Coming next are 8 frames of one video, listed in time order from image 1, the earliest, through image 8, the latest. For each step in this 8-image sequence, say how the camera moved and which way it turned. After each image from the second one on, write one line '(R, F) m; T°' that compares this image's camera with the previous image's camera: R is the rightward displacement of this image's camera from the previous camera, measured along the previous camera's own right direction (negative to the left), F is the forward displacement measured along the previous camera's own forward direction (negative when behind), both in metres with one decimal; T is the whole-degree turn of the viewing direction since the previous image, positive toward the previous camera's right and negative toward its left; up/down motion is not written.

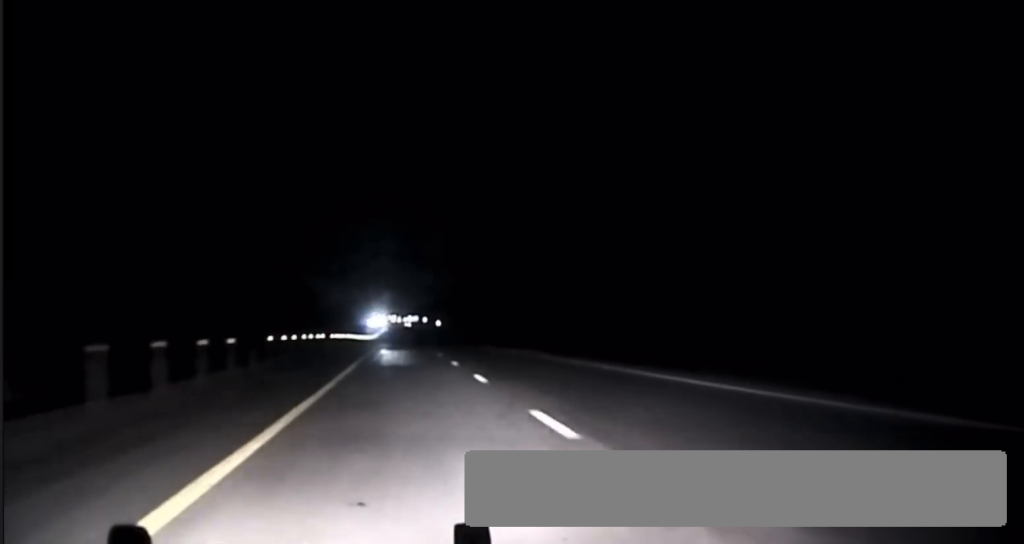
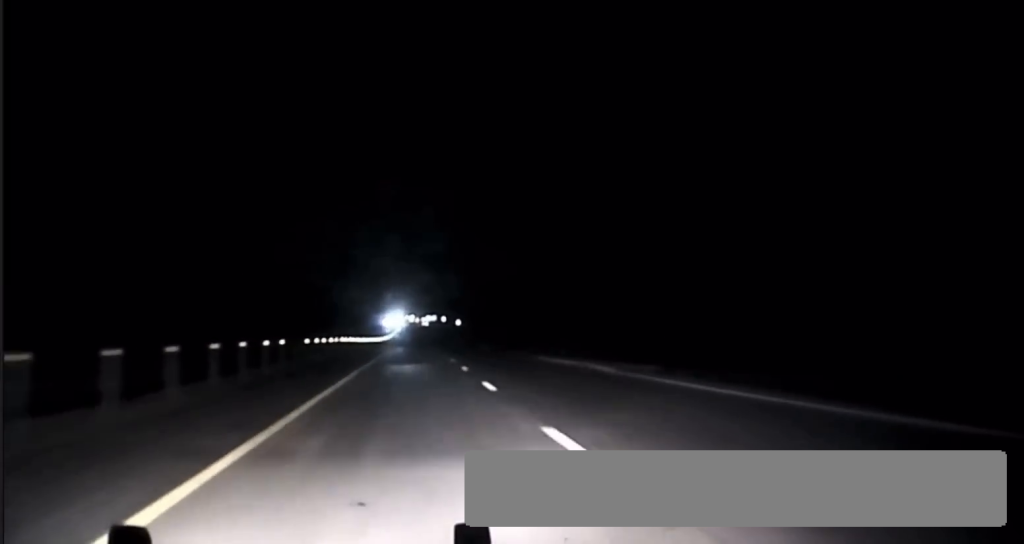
(-0.2, +26.0) m; -1°
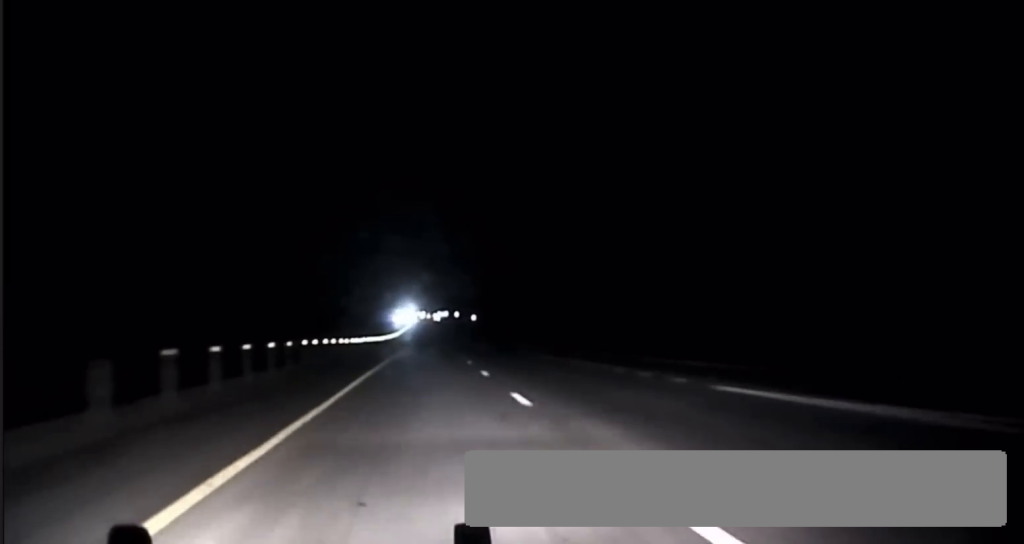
(-0.6, +28.5) m; 0°
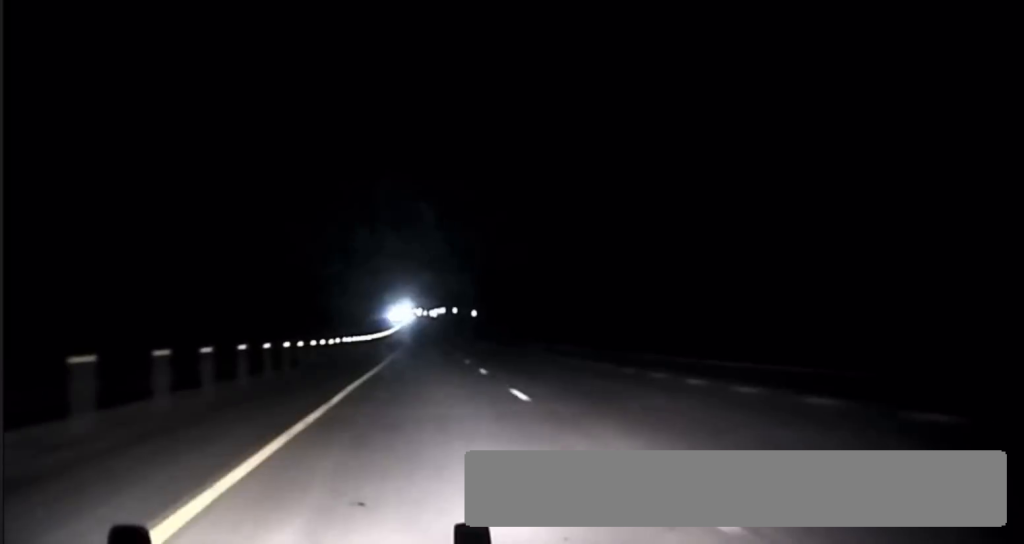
(+0.4, +23.2) m; 0°
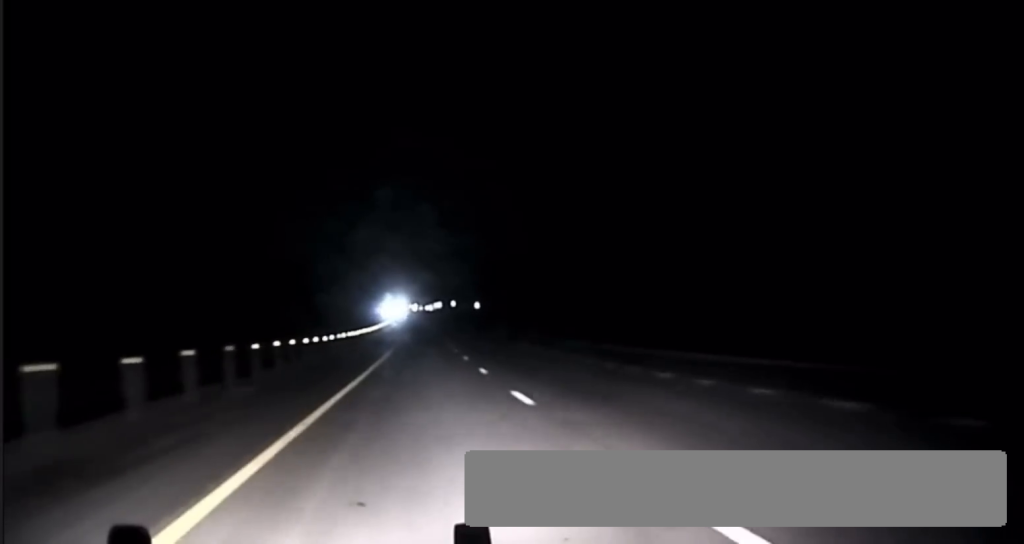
(+0.1, +37.4) m; 0°
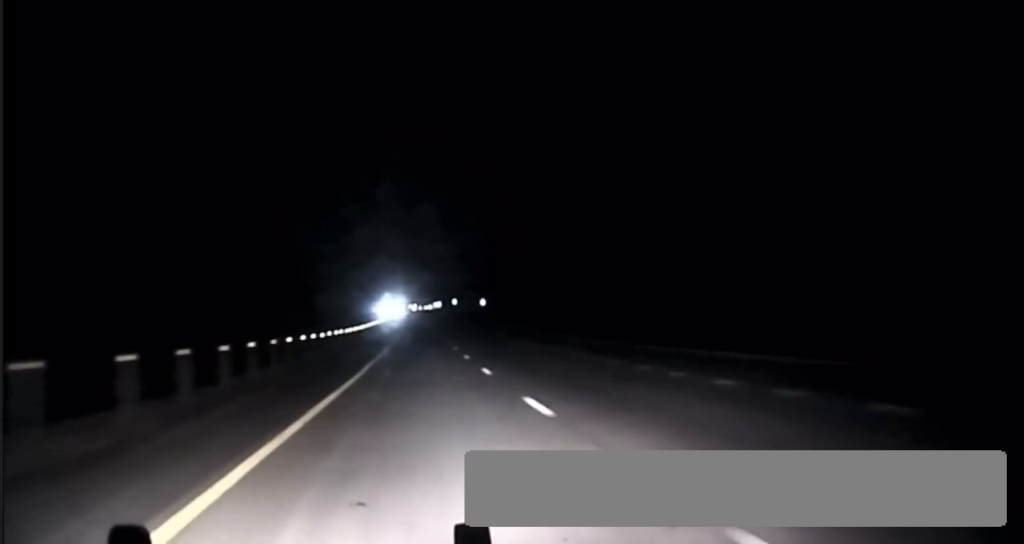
(-0.1, +27.1) m; 0°
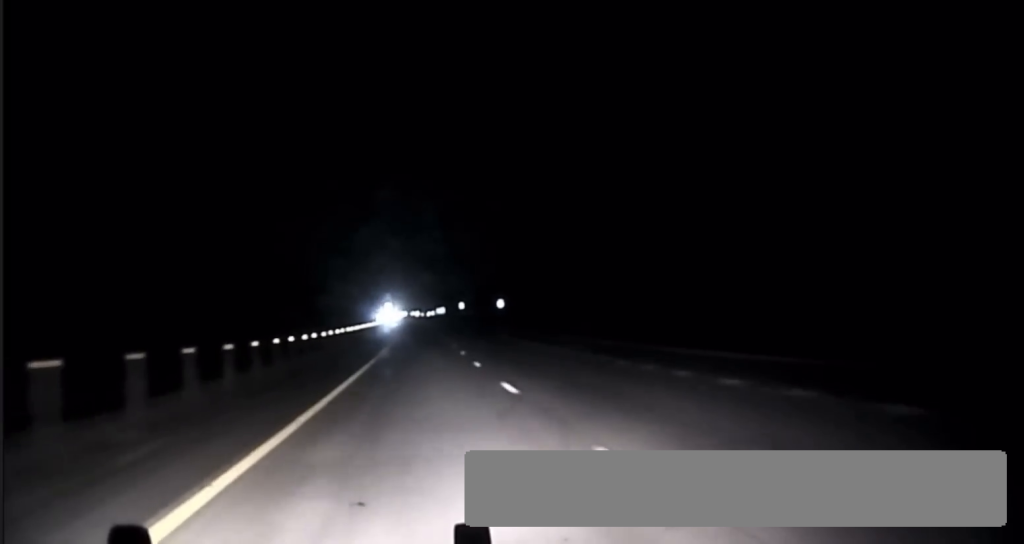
(-0.2, +43.9) m; 0°
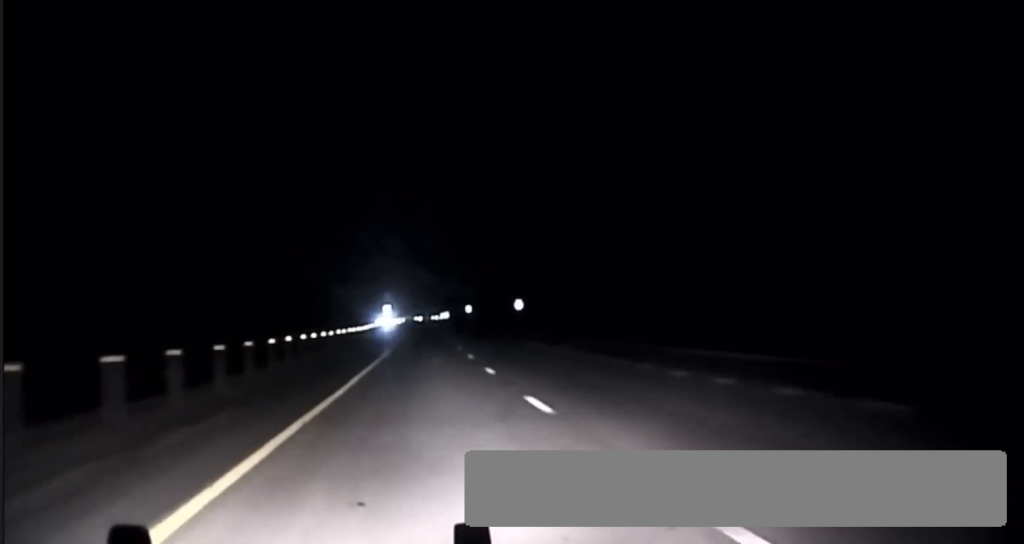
(-0.2, +28.4) m; 0°
